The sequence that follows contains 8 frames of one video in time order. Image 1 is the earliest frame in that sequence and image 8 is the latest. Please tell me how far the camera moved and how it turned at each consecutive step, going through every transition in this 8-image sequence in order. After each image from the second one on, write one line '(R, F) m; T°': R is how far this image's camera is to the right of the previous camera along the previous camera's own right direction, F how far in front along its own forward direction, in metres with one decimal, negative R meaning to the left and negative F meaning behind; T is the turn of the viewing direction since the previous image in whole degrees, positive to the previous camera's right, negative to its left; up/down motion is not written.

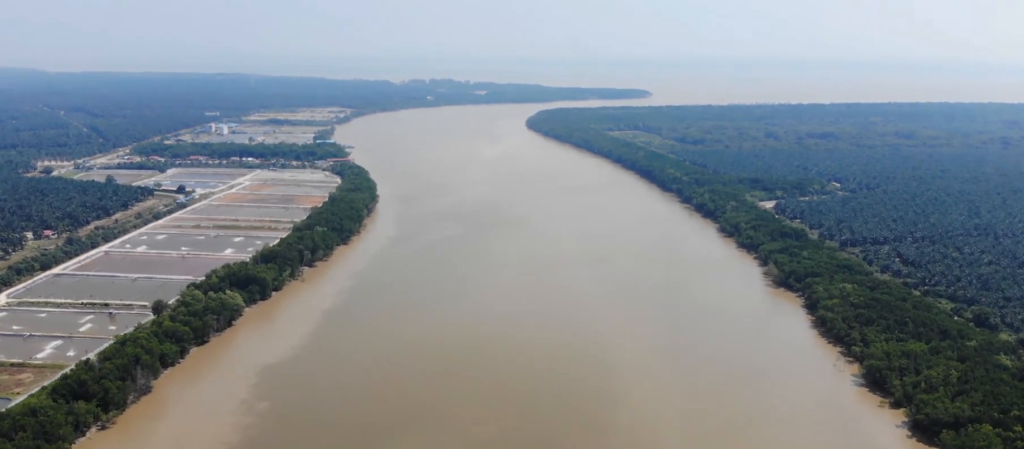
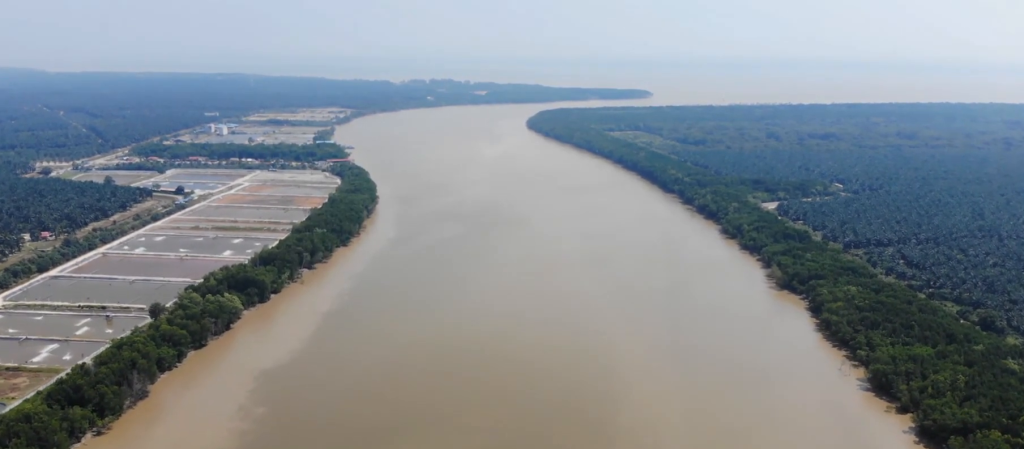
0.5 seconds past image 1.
(0.0, +5.5) m; 0°
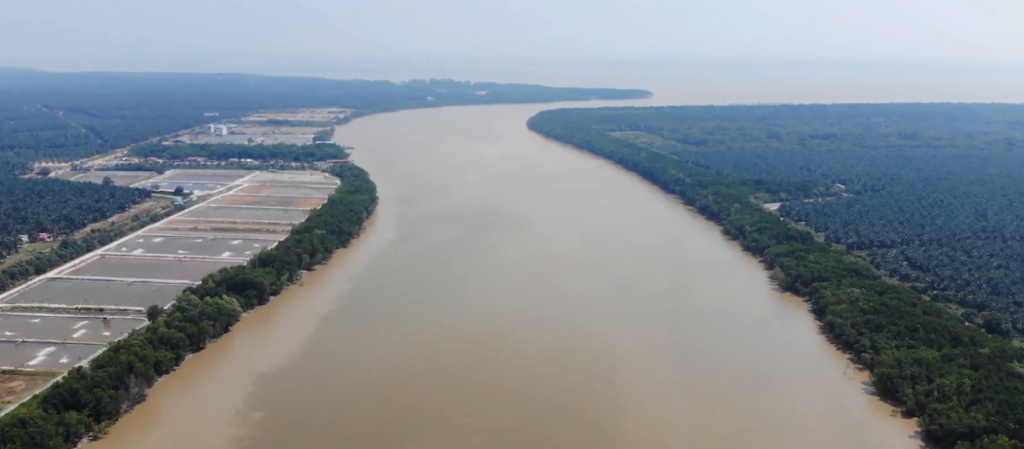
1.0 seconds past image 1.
(0.0, +4.5) m; 0°
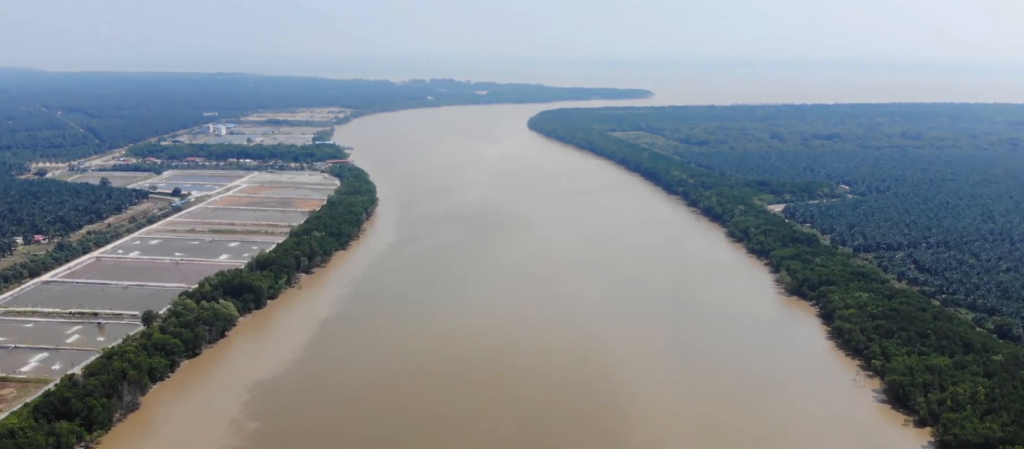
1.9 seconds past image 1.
(0.0, +10.1) m; +1°
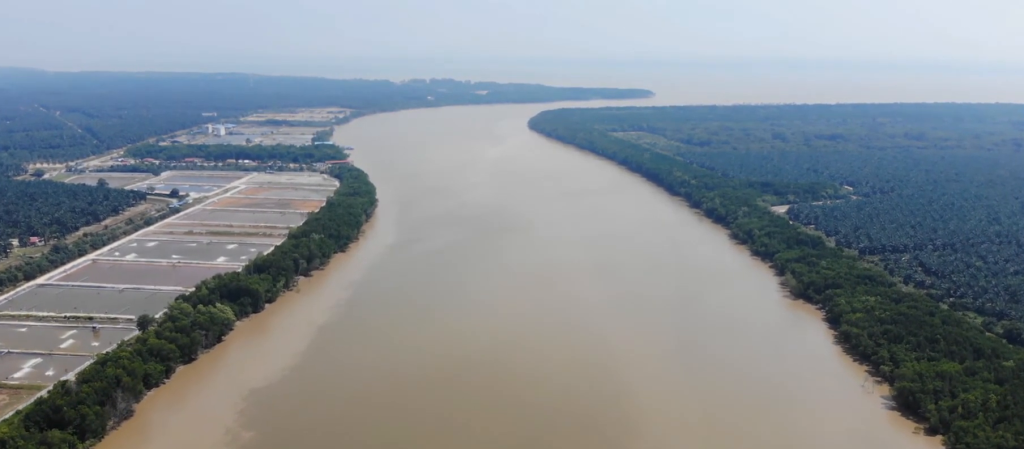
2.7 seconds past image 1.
(0.0, +8.4) m; +1°
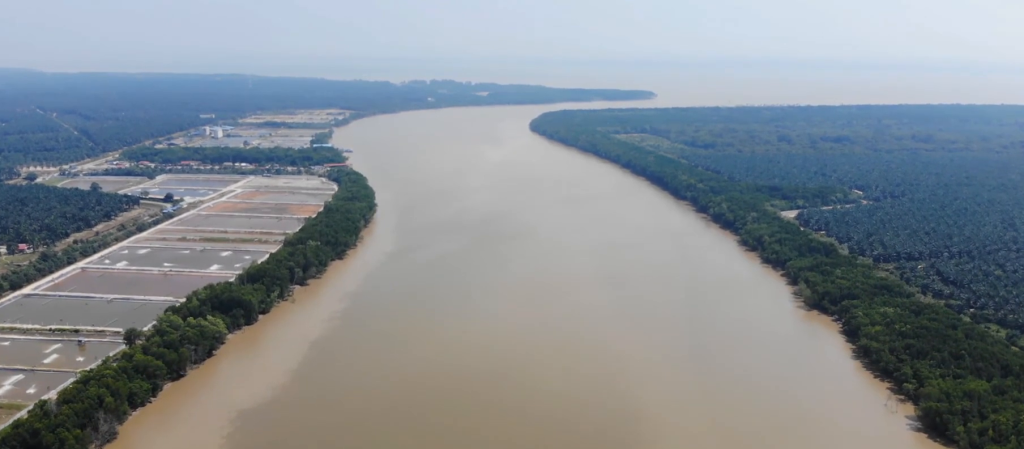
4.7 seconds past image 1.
(+0.2, +21.8) m; 0°
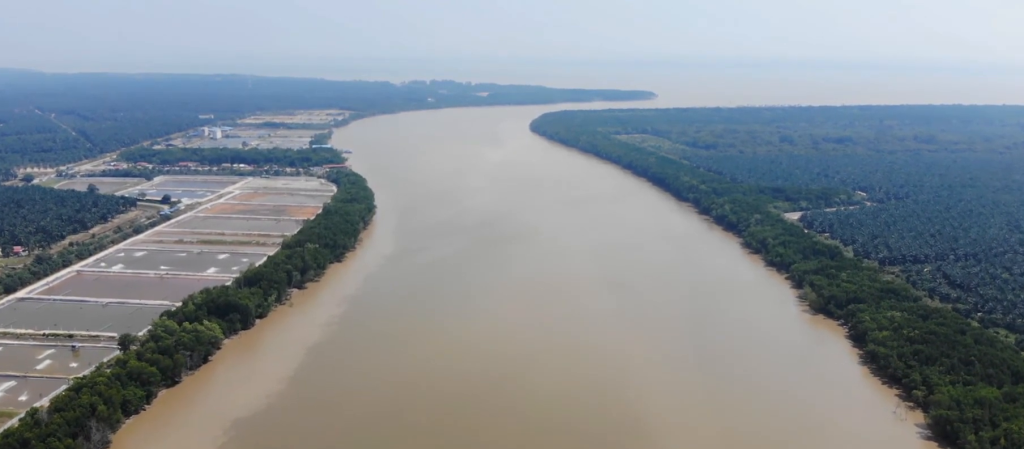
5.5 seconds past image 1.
(0.0, +8.1) m; 0°
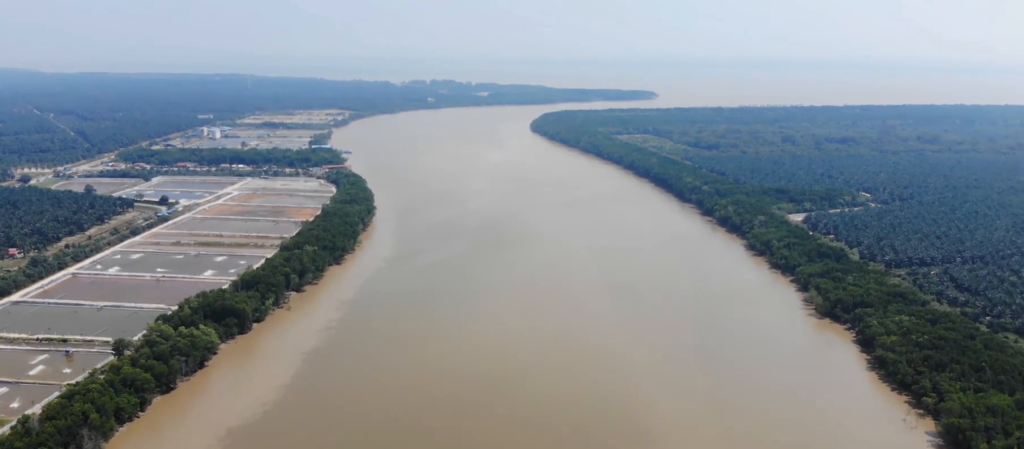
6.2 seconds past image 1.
(0.0, +8.6) m; 0°
